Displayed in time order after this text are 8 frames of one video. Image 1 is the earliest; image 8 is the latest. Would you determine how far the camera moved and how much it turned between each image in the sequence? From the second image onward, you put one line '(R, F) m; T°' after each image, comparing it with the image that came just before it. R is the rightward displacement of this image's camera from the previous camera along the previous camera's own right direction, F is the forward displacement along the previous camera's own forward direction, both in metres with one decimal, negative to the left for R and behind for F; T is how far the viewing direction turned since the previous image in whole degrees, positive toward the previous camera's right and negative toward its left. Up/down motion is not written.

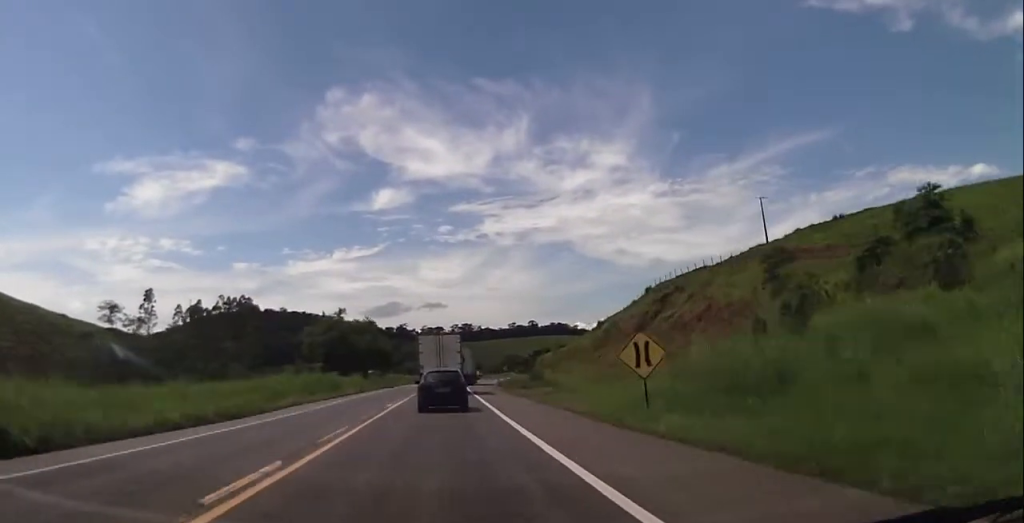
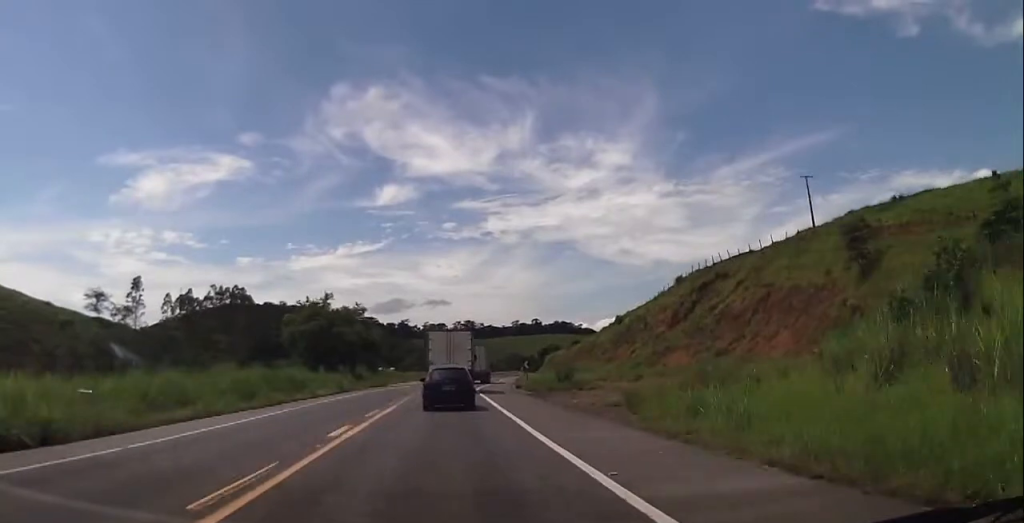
(0.0, +14.6) m; 0°
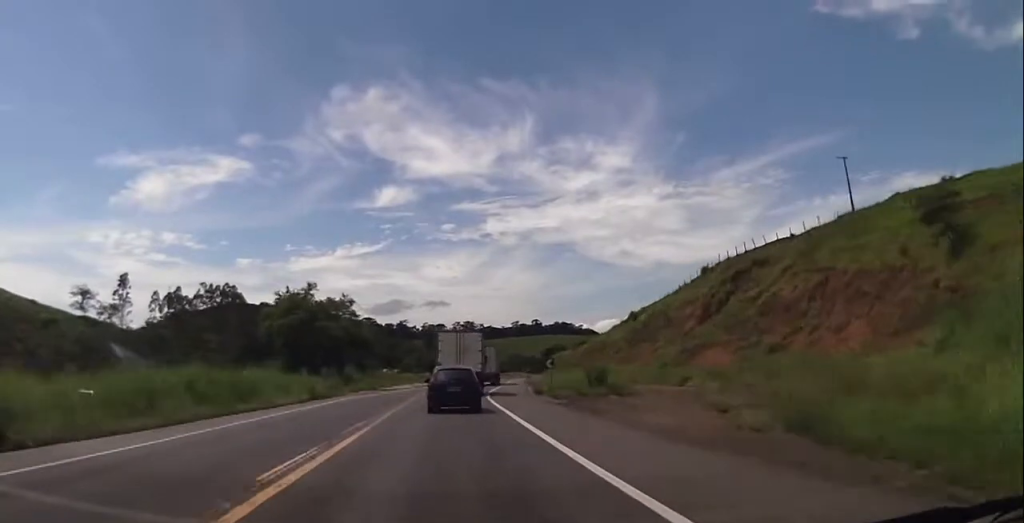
(0.0, +11.3) m; 0°
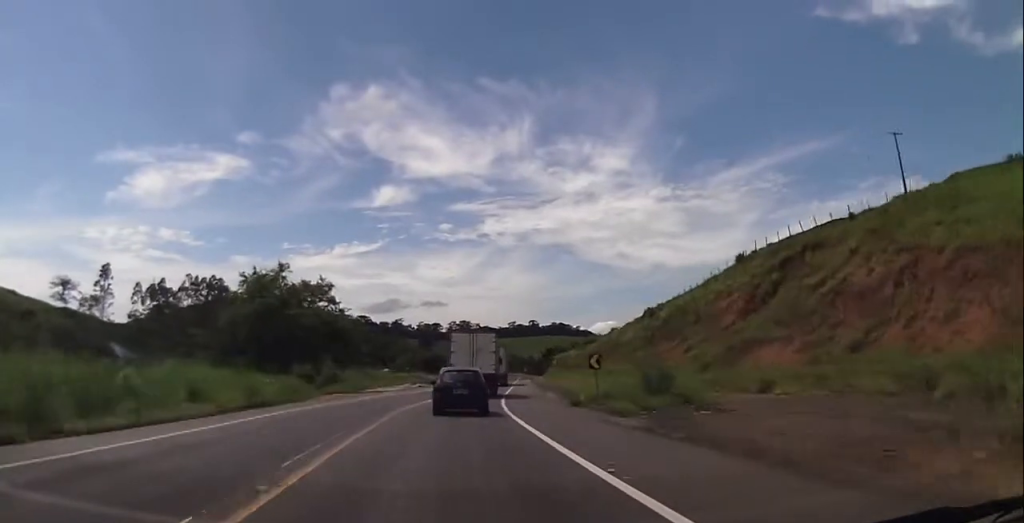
(0.0, +13.0) m; 0°
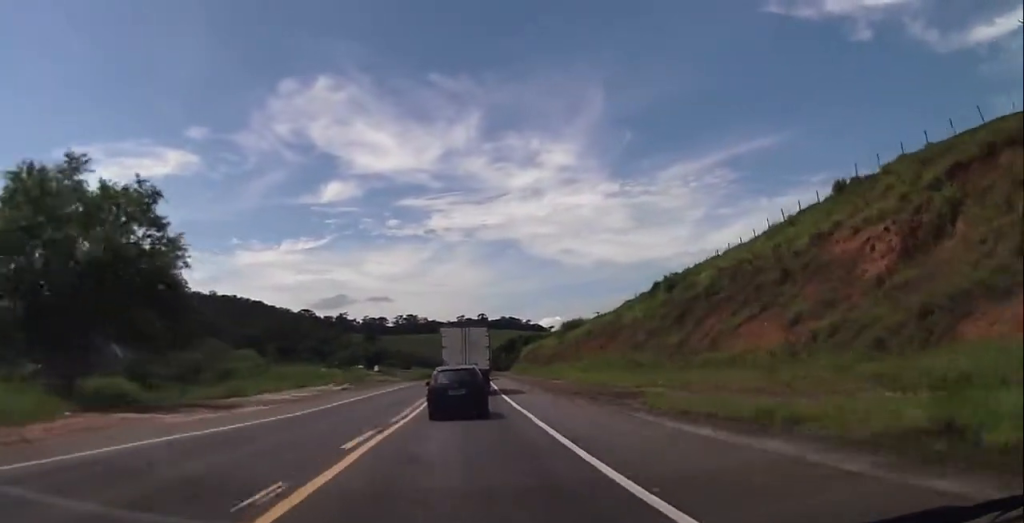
(+0.3, +32.8) m; +2°
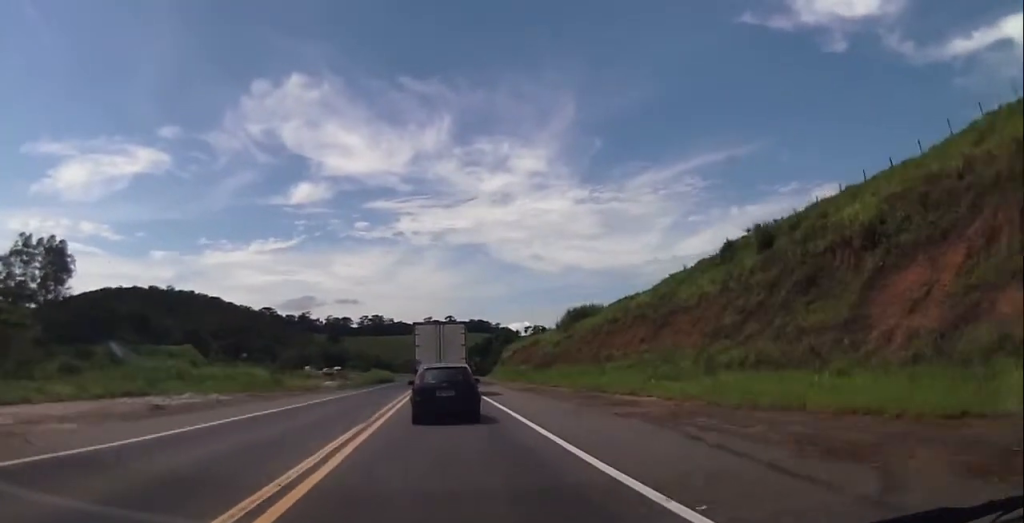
(+0.7, +33.4) m; +3°
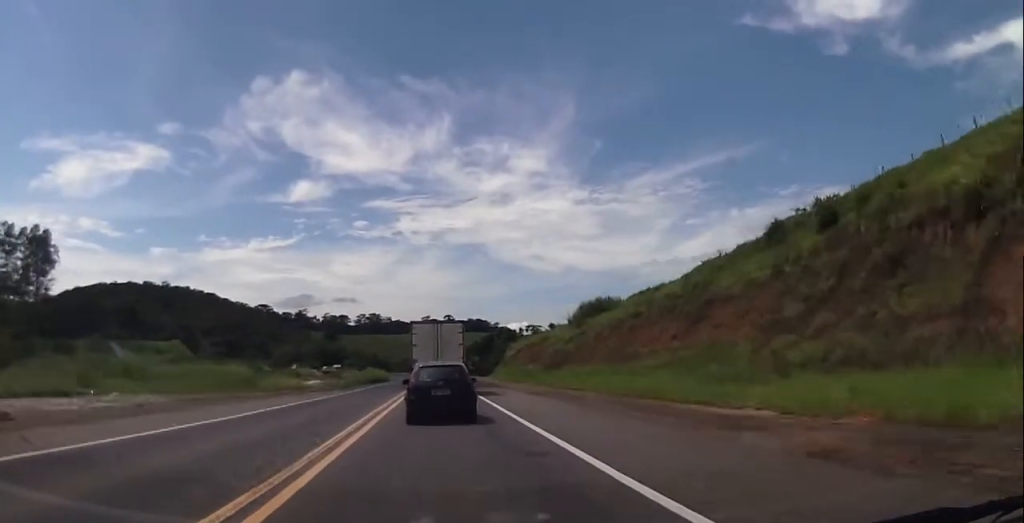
(+0.1, +9.5) m; +1°
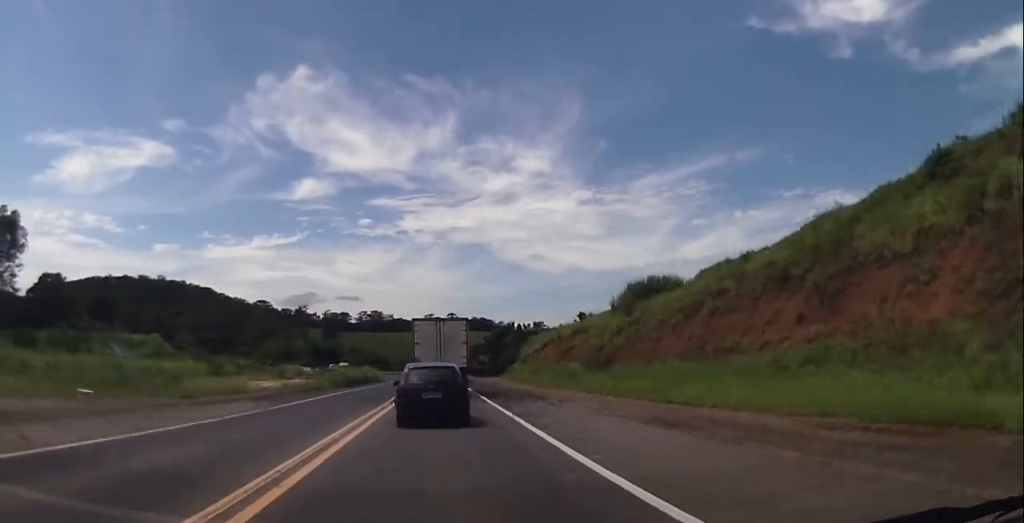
(+0.6, +19.6) m; +1°
